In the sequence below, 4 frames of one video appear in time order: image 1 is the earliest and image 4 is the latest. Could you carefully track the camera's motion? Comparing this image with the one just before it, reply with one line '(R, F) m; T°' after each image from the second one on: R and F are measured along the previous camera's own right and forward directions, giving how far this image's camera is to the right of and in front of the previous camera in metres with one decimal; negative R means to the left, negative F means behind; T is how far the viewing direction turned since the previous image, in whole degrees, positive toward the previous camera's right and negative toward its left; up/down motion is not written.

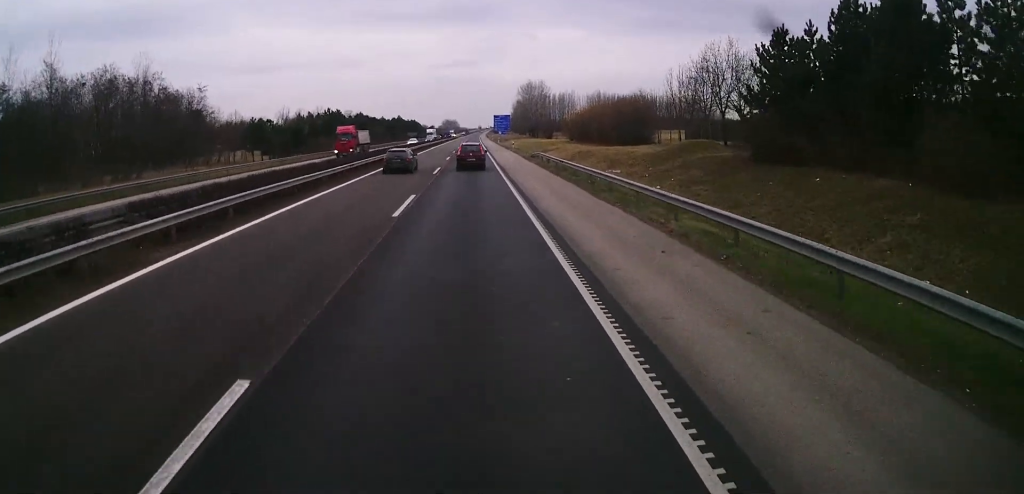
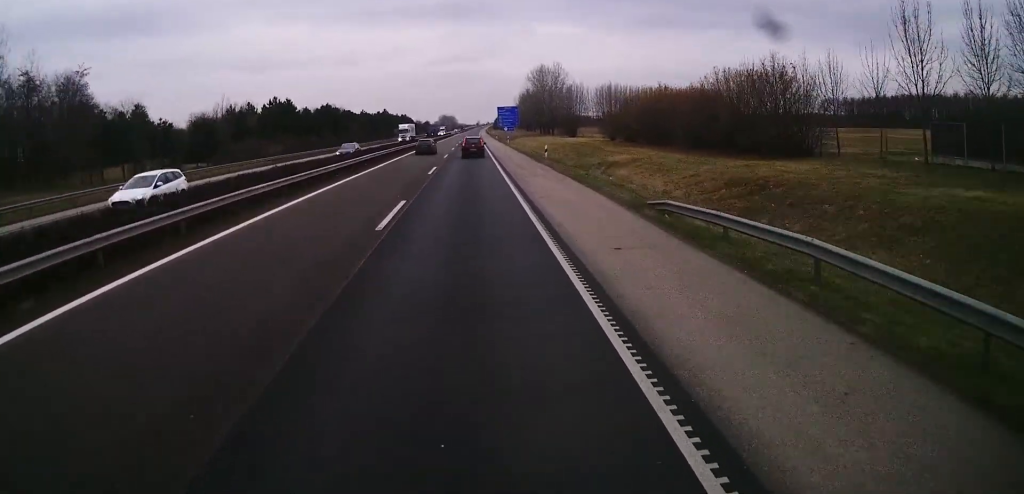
(+0.5, +39.3) m; -1°
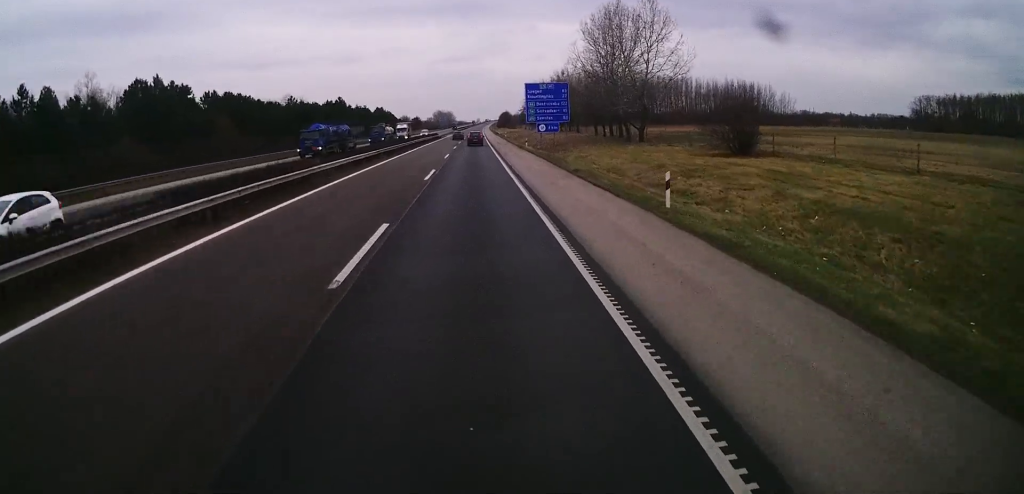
(0.0, +78.5) m; 0°
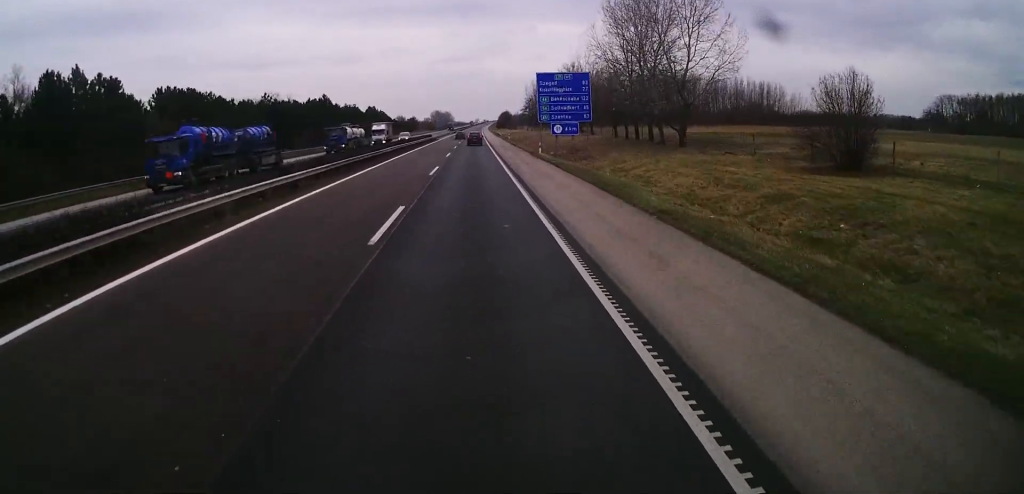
(+0.2, +14.6) m; 0°
